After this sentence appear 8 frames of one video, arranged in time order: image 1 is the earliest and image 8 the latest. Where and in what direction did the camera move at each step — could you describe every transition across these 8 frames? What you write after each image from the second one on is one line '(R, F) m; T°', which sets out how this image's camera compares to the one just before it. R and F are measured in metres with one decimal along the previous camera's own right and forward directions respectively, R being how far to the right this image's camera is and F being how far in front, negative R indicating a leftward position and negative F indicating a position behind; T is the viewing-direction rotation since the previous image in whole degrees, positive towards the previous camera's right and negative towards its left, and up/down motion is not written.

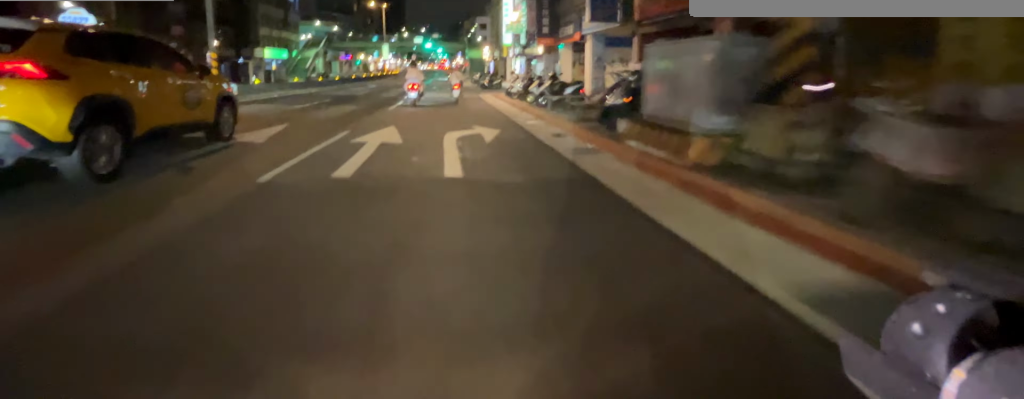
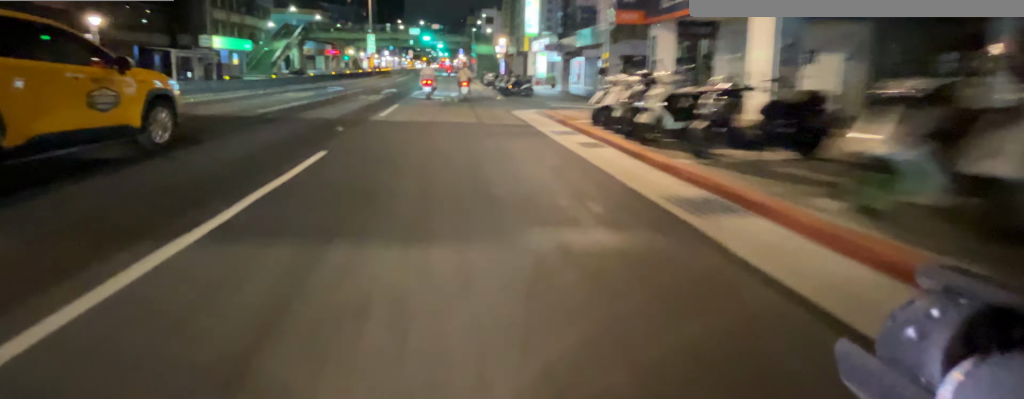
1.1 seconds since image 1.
(+0.2, +13.6) m; +1°
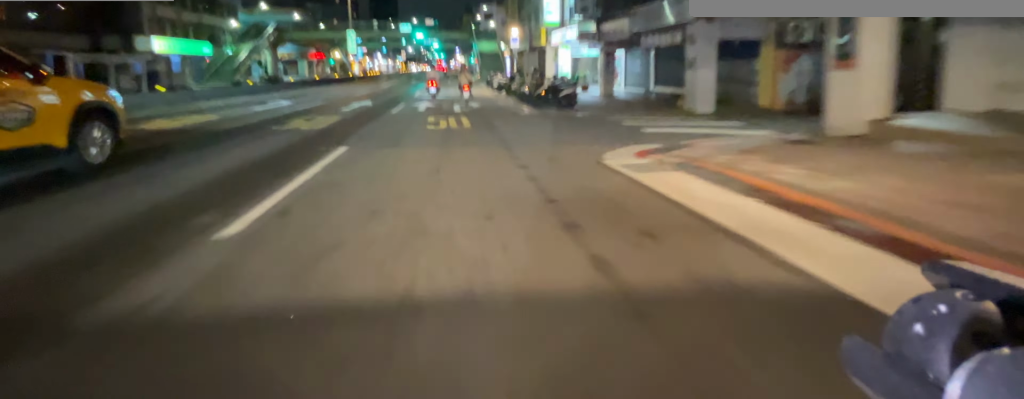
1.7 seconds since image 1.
(+0.1, +8.6) m; +1°
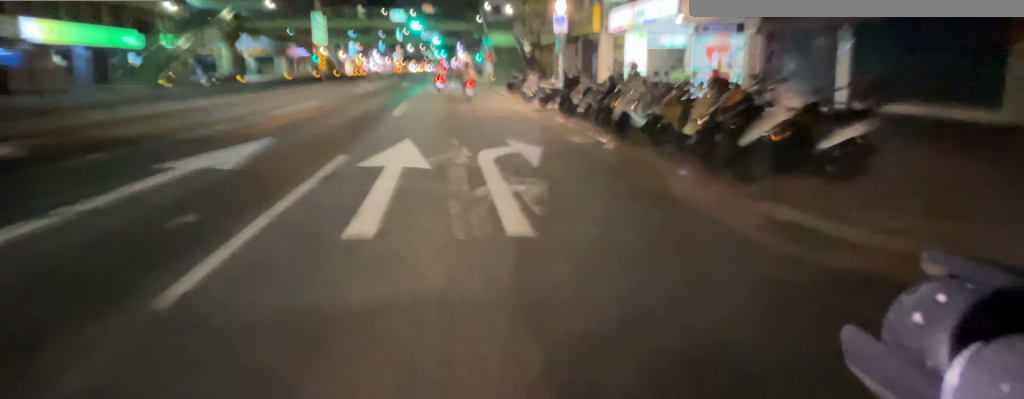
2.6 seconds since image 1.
(0.0, +11.3) m; 0°
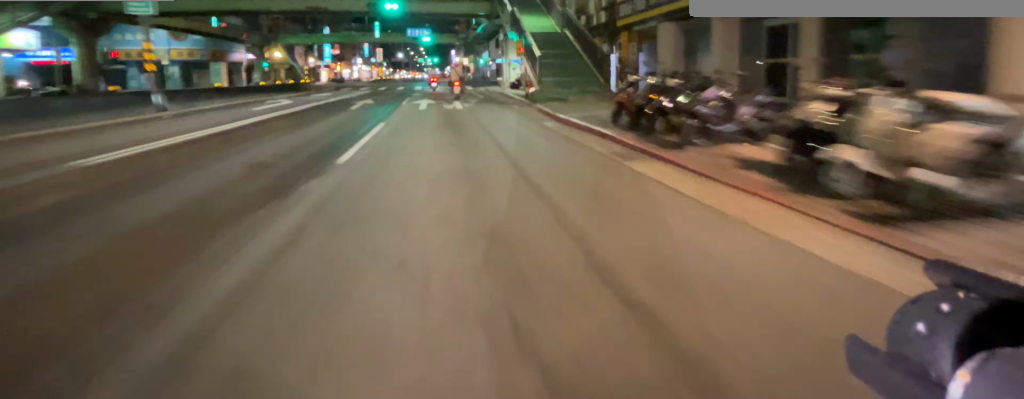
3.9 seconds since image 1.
(0.0, +16.7) m; 0°
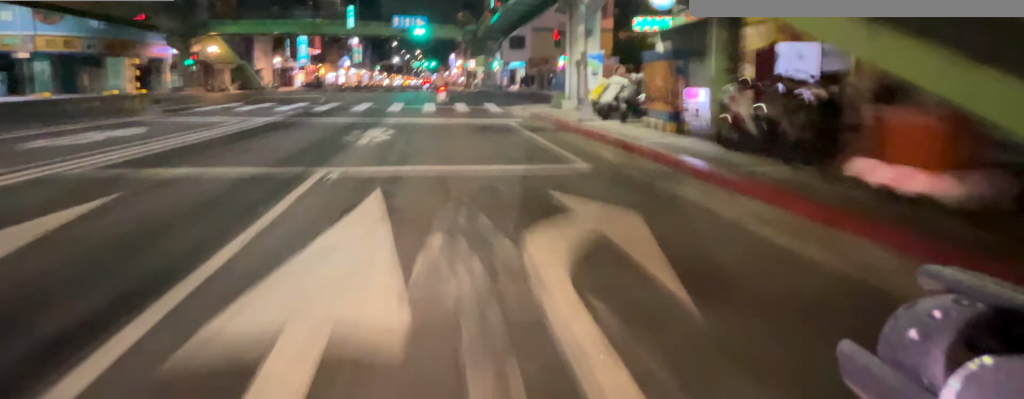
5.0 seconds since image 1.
(0.0, +15.0) m; 0°
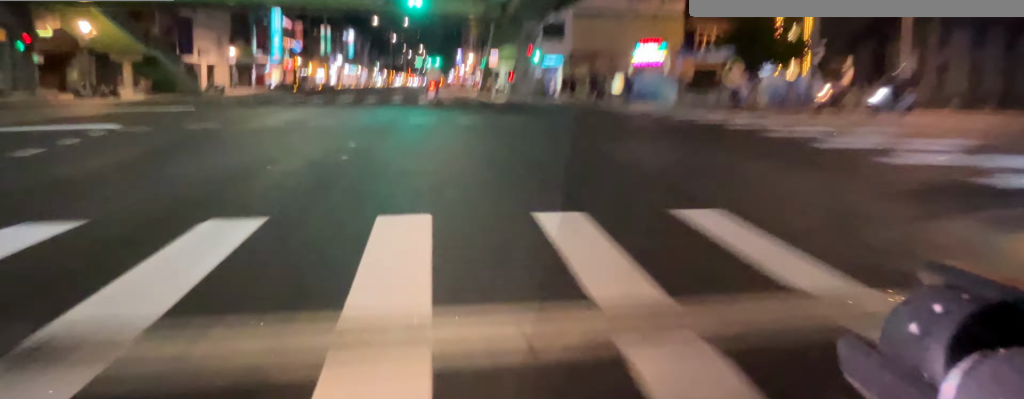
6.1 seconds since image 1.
(0.0, +14.8) m; -1°
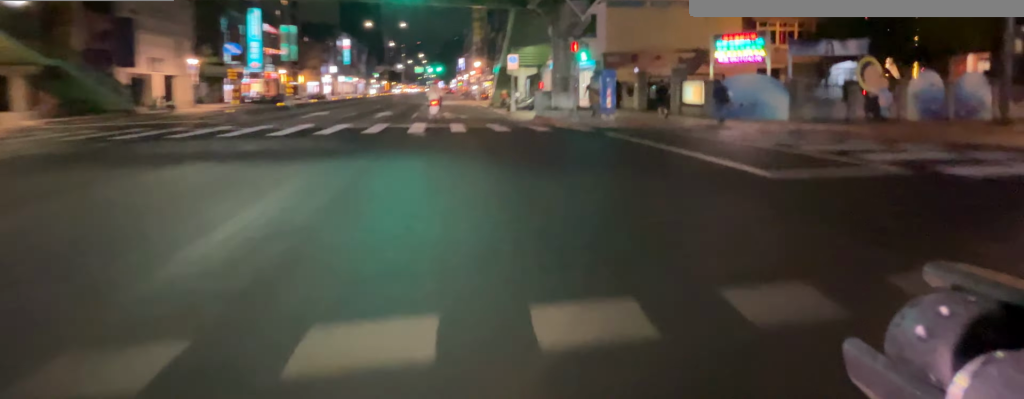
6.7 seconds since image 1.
(0.0, +7.7) m; -1°
